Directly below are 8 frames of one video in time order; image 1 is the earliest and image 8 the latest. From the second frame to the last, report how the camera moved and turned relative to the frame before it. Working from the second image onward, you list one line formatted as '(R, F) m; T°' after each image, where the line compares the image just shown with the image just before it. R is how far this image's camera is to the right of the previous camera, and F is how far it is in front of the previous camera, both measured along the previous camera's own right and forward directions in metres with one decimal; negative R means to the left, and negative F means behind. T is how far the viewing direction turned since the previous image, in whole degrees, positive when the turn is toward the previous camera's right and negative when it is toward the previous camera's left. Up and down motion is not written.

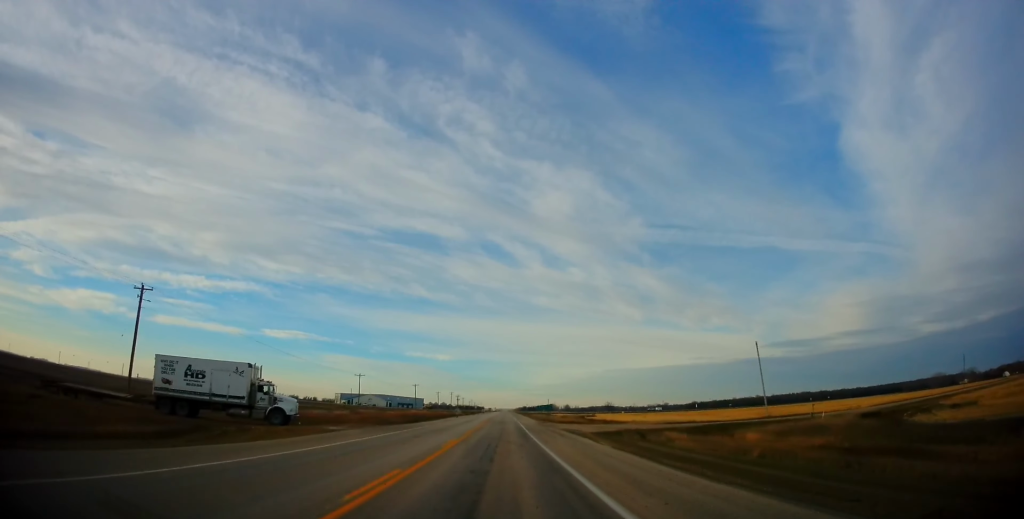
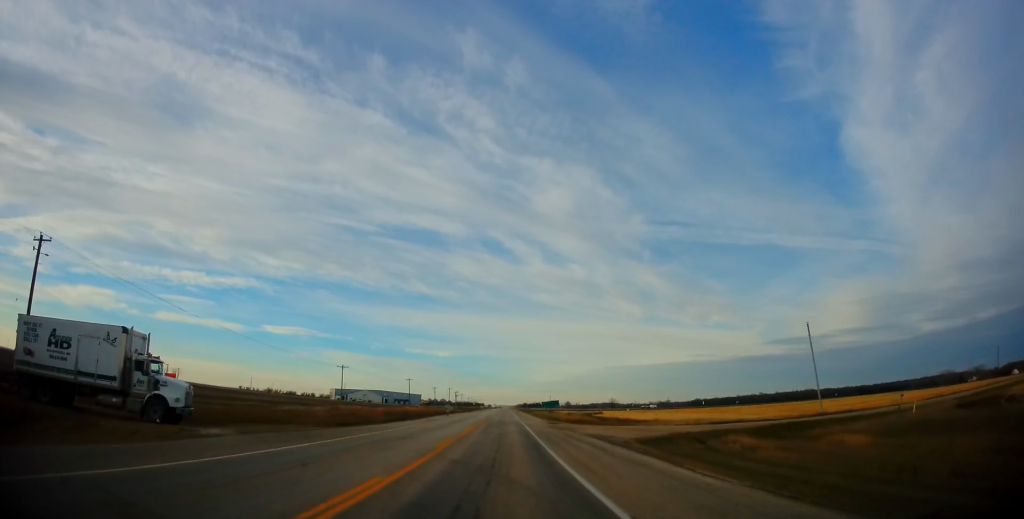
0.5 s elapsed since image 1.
(-0.2, +14.2) m; 0°
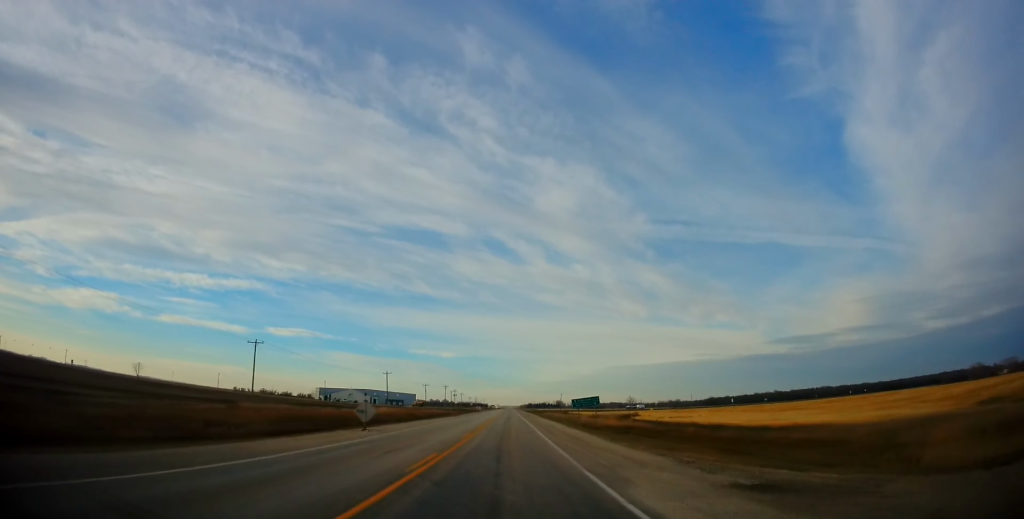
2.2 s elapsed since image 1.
(0.0, +43.0) m; 0°
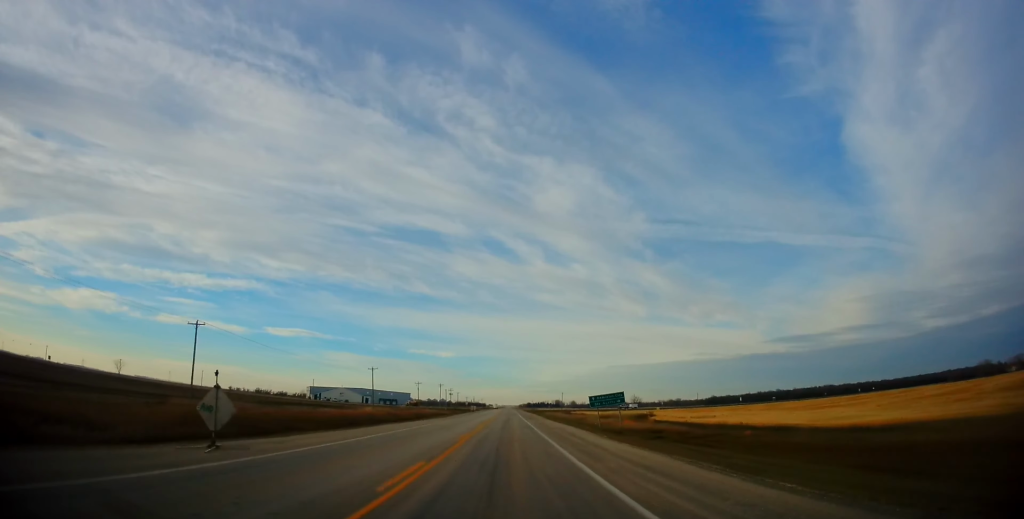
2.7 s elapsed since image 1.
(0.0, +14.6) m; 0°
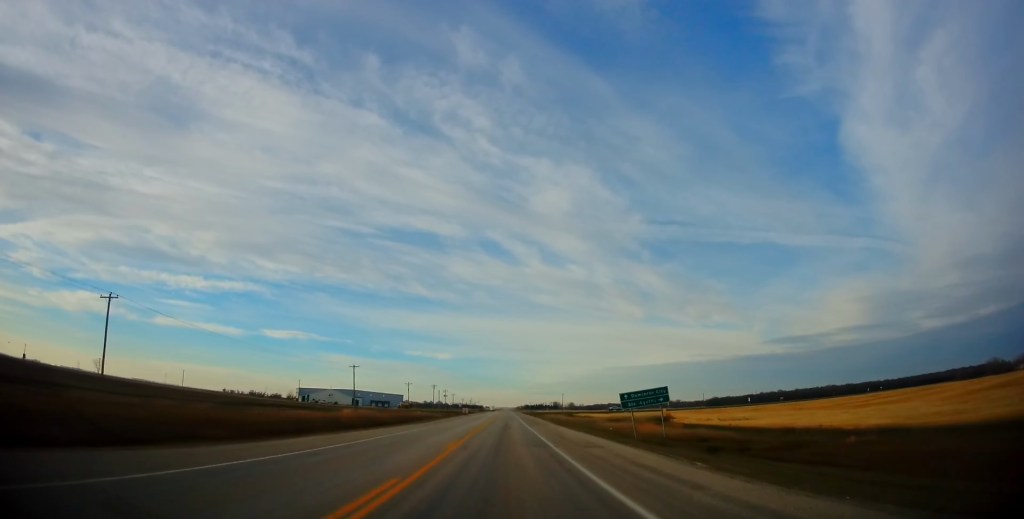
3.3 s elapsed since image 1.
(0.0, +14.6) m; 0°
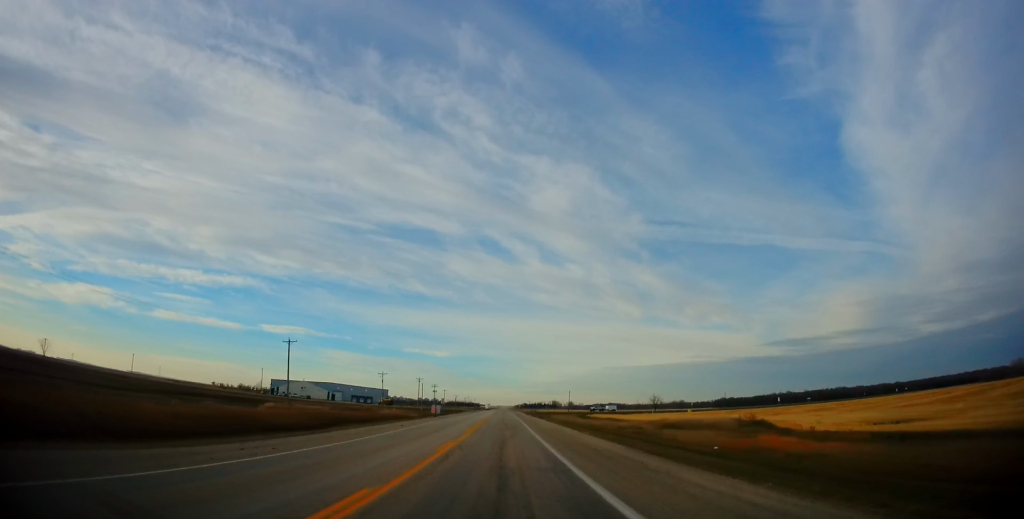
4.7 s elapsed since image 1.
(-0.3, +36.1) m; 0°
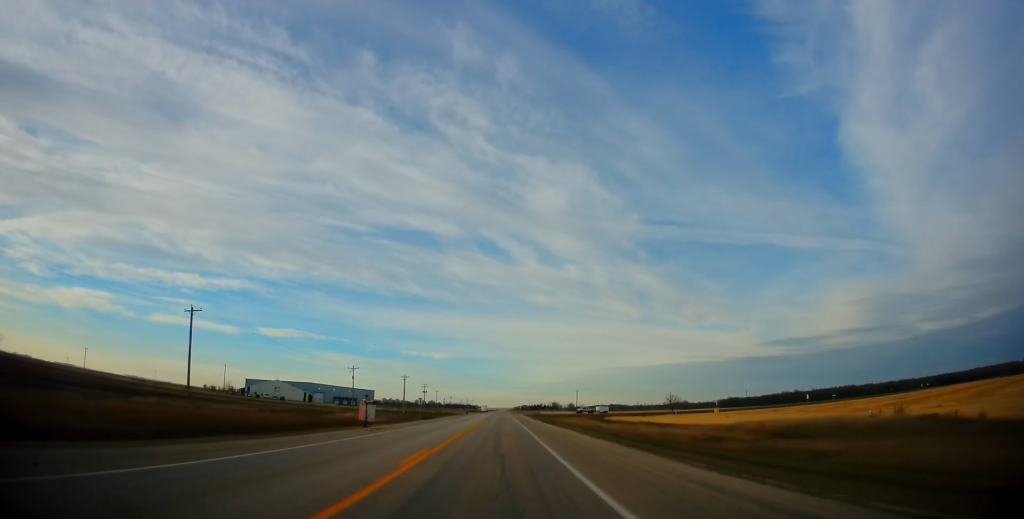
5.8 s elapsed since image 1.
(+0.3, +26.7) m; +1°
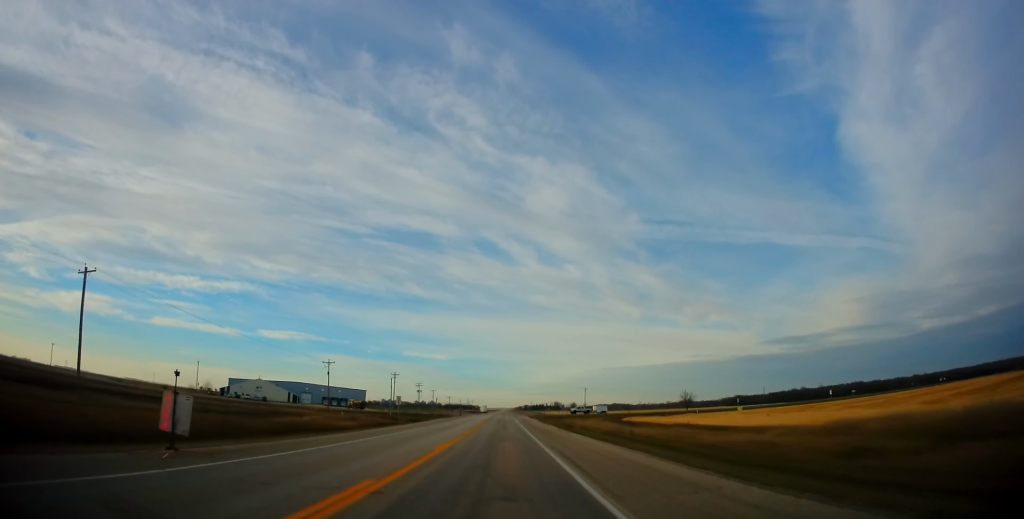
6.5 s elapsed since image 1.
(-0.1, +15.8) m; 0°
